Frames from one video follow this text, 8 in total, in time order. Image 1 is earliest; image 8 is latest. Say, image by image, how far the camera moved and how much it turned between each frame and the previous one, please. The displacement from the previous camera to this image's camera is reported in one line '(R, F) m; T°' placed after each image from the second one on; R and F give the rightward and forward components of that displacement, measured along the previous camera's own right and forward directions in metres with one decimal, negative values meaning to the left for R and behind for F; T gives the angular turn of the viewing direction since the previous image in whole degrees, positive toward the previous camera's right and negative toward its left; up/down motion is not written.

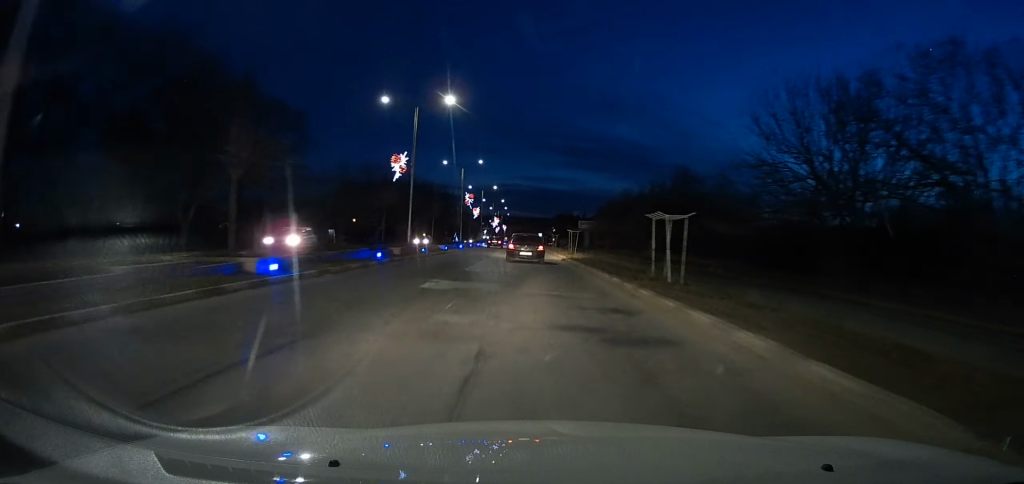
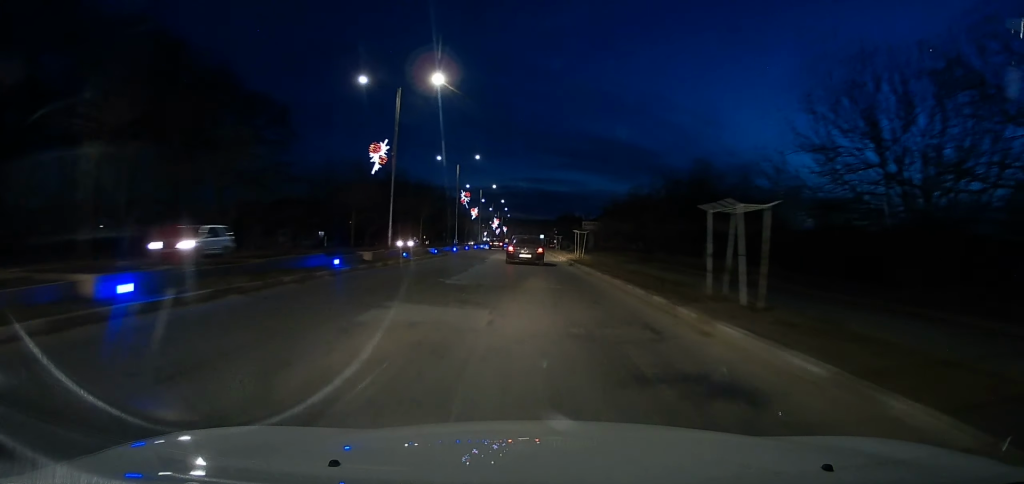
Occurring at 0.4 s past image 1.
(0.0, +5.4) m; 0°
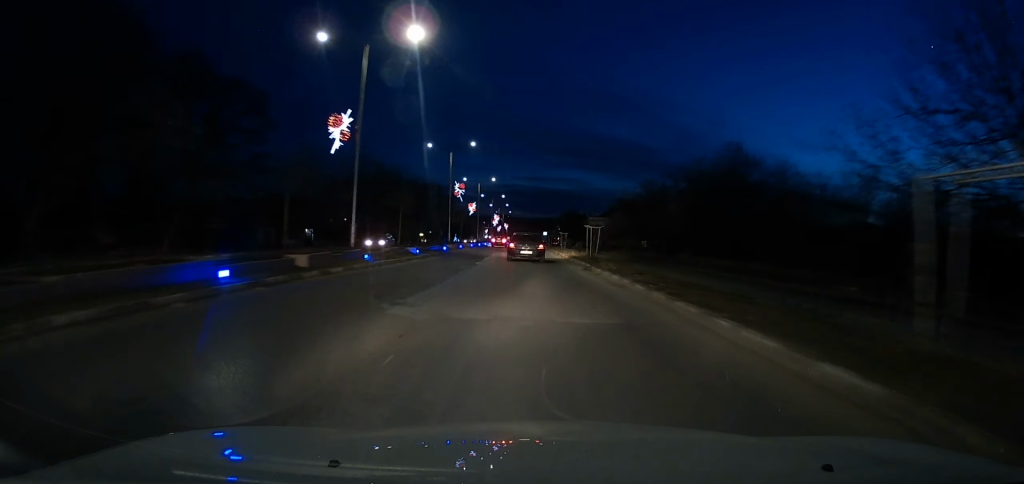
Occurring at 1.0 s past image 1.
(0.0, +7.0) m; +1°
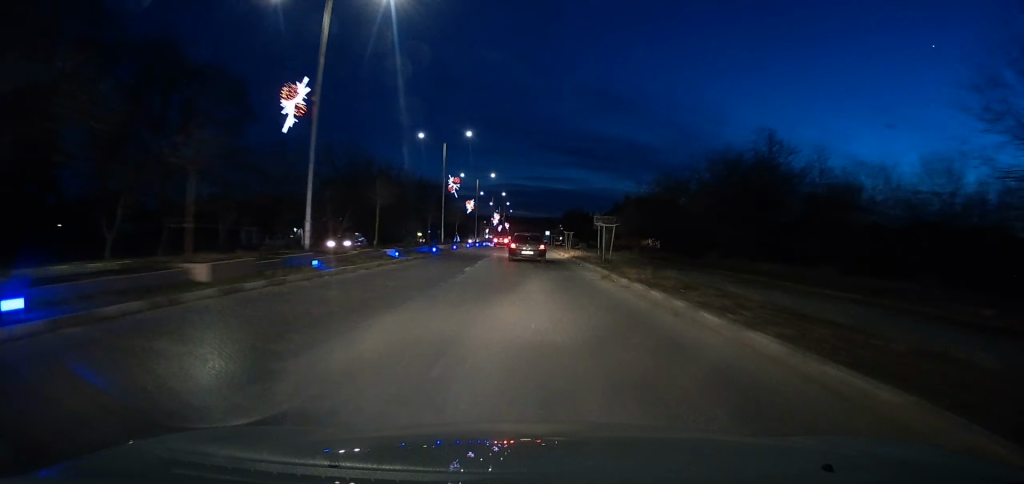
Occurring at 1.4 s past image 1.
(+0.1, +5.3) m; +1°
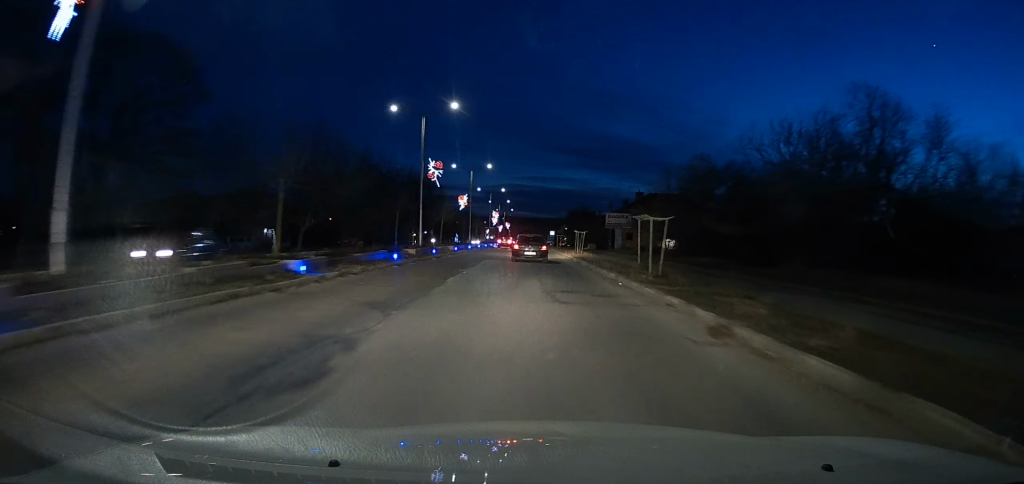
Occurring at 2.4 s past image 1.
(+0.1, +11.2) m; -1°
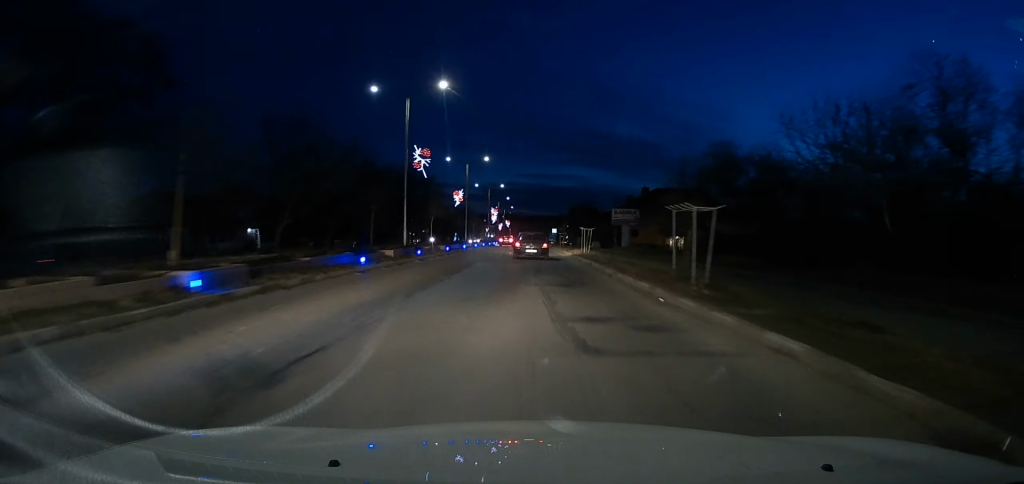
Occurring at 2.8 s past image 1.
(+0.1, +5.2) m; -1°
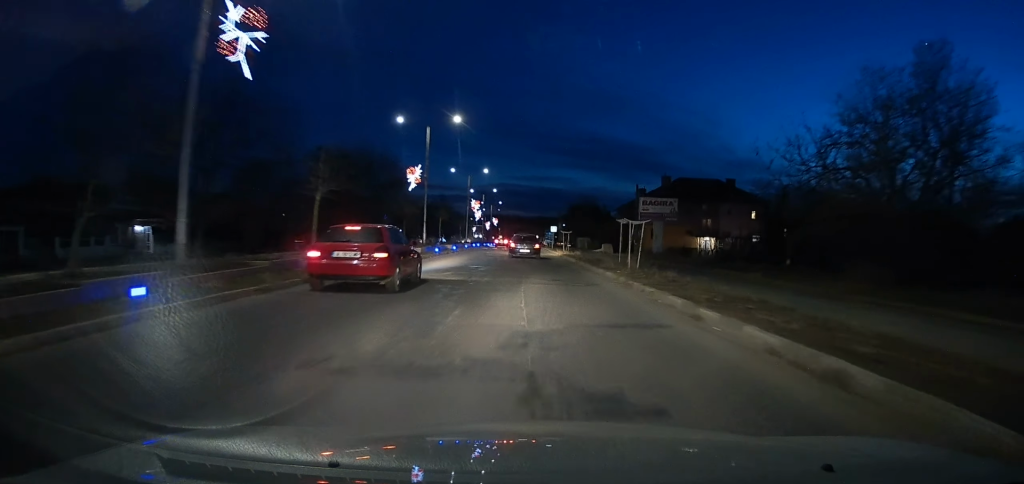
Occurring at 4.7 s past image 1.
(-0.6, +22.1) m; -1°
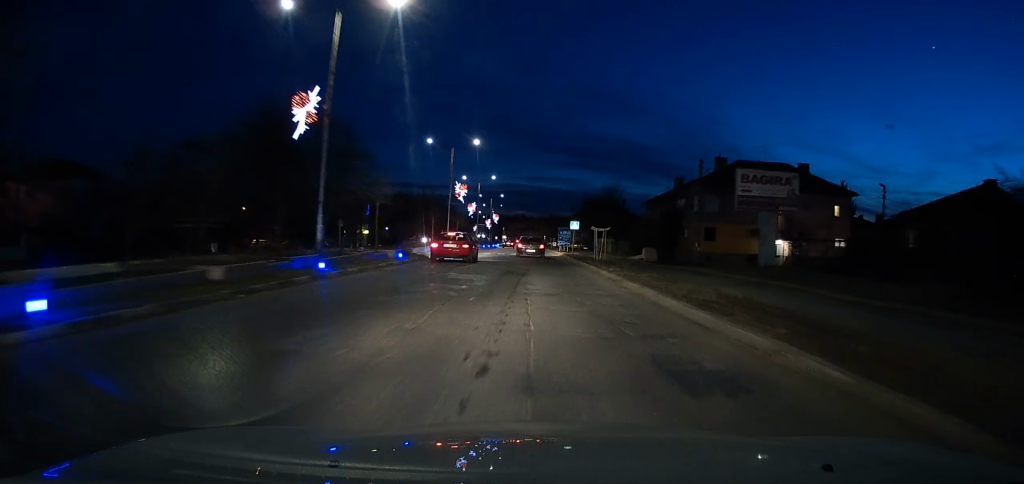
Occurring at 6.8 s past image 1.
(+0.4, +22.0) m; +1°
